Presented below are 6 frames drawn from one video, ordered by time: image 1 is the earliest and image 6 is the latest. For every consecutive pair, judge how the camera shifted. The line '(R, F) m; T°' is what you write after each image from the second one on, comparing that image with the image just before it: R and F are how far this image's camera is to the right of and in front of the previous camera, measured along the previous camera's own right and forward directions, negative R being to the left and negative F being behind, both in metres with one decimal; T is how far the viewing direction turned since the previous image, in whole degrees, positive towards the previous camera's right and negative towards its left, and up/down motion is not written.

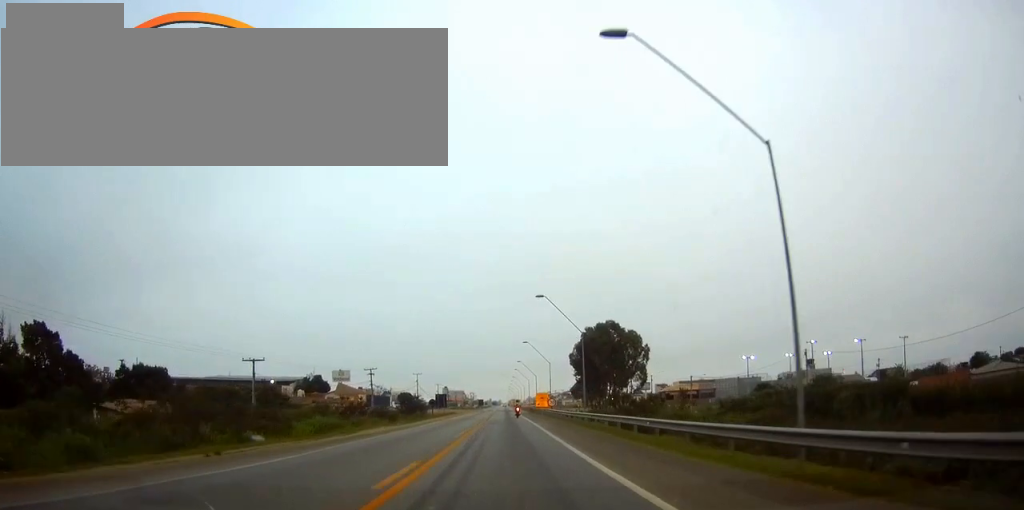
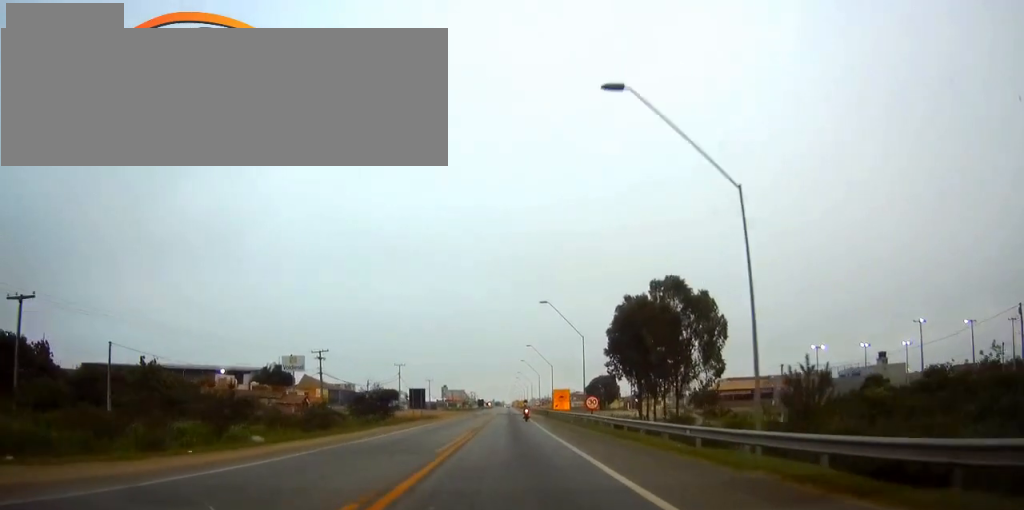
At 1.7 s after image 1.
(+0.1, +35.6) m; 0°
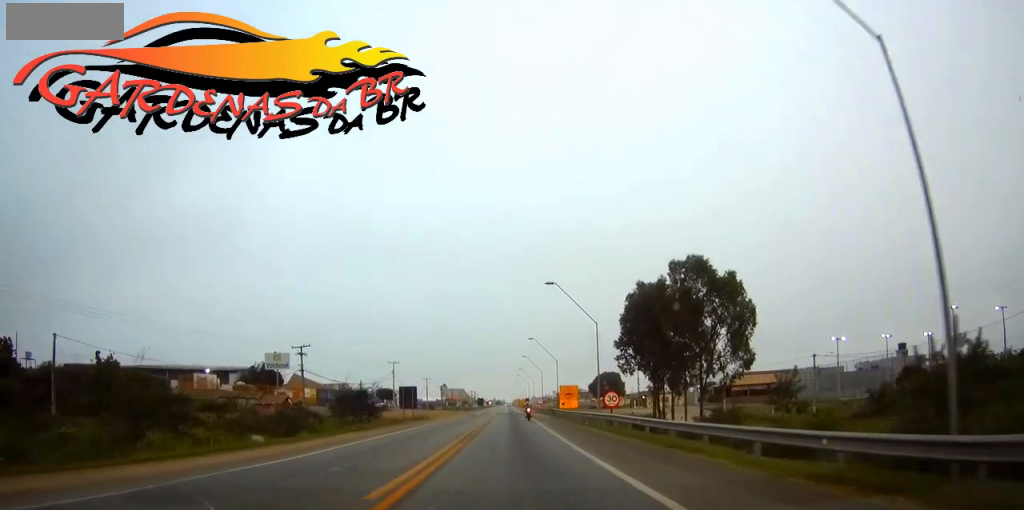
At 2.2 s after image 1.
(-0.1, +8.3) m; 0°
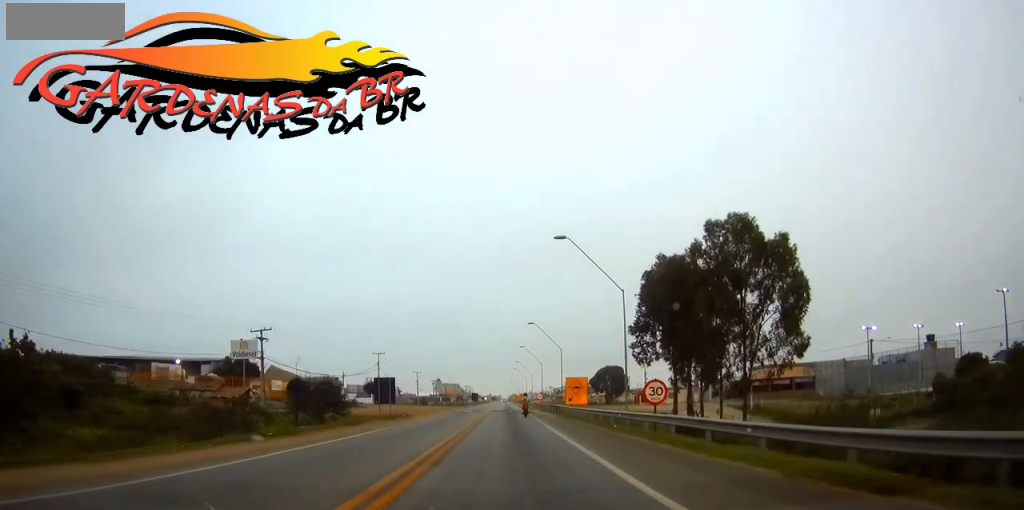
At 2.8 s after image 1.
(+0.1, +12.0) m; 0°
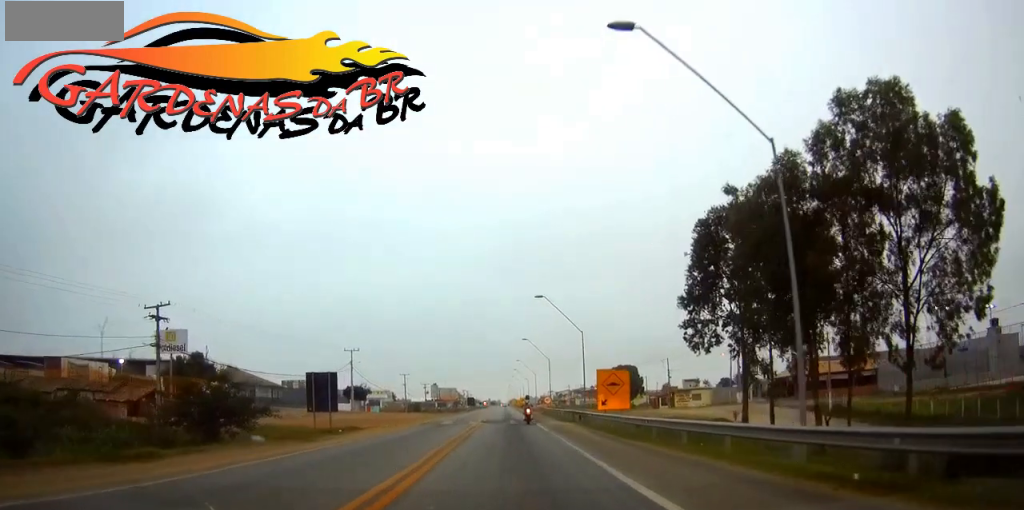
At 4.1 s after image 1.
(-0.1, +20.6) m; 0°
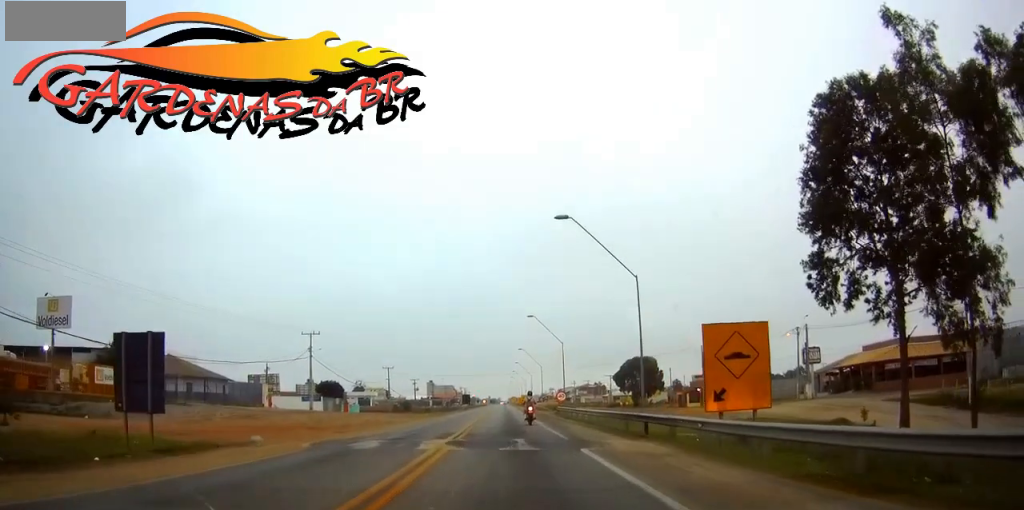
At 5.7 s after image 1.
(+0.1, +20.0) m; +1°
